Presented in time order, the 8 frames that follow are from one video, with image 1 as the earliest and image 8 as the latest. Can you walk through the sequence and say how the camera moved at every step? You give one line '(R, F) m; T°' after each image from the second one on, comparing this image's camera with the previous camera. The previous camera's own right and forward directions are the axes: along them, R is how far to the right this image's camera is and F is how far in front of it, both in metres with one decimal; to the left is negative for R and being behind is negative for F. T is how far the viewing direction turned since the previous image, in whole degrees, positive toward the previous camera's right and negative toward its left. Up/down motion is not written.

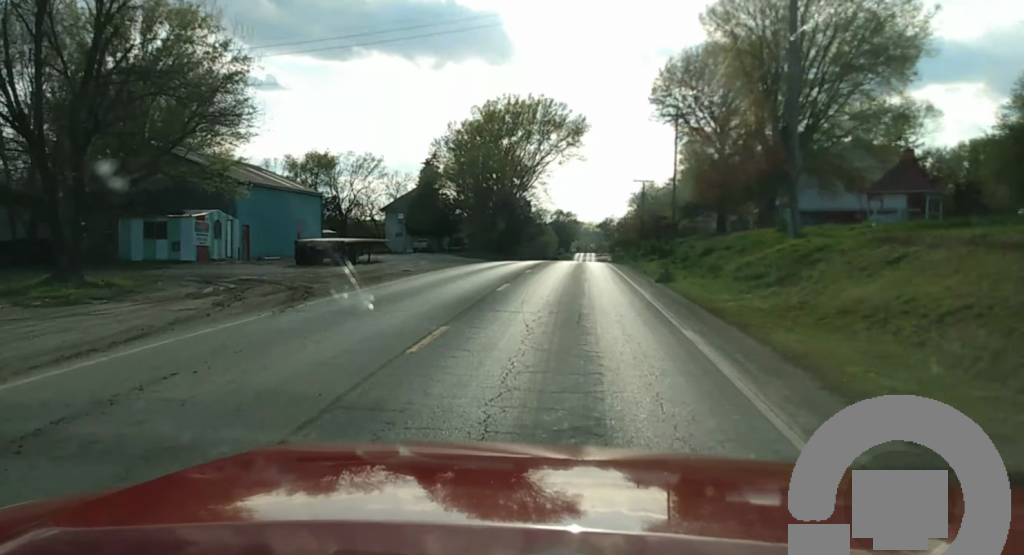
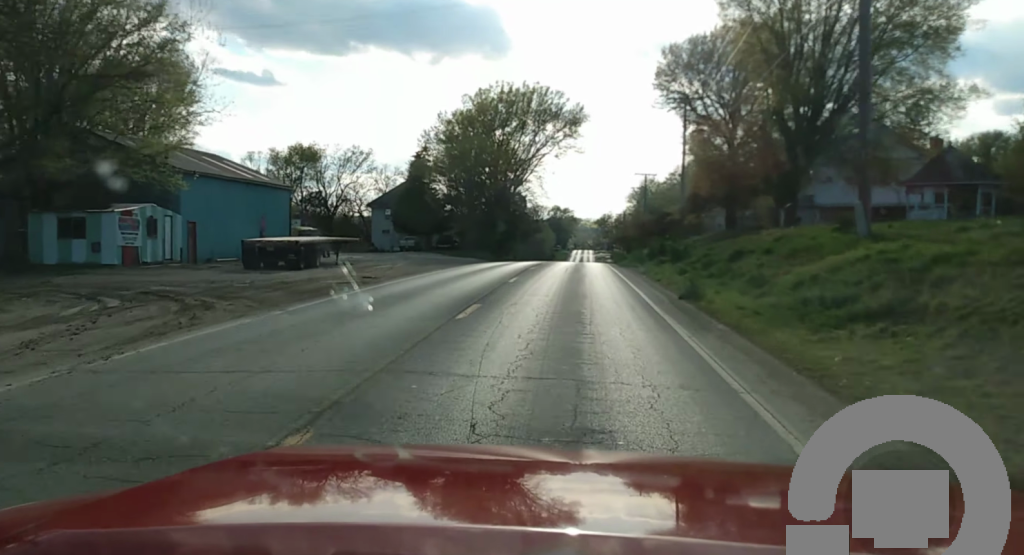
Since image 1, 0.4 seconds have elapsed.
(0.0, +7.3) m; 0°
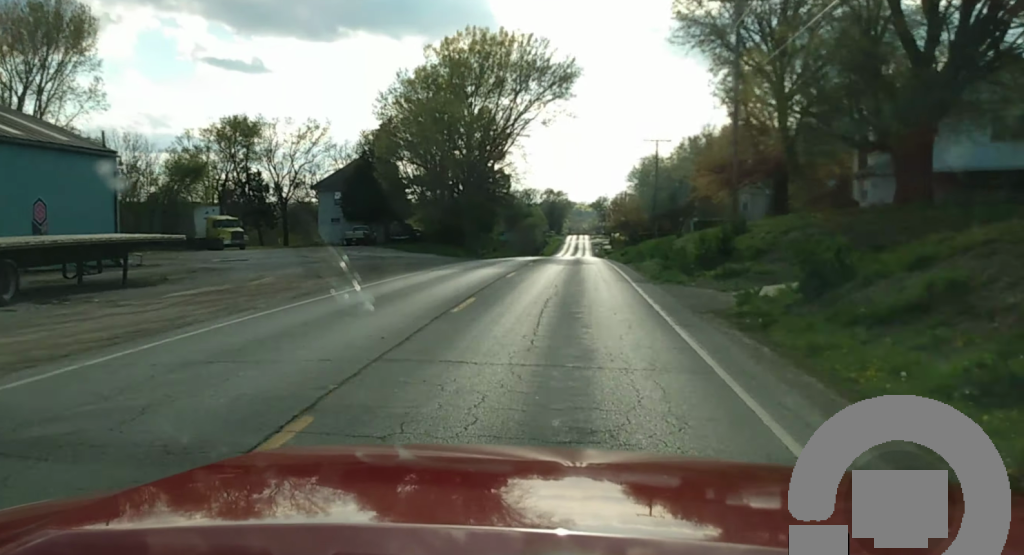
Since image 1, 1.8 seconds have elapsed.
(+0.4, +24.2) m; +2°
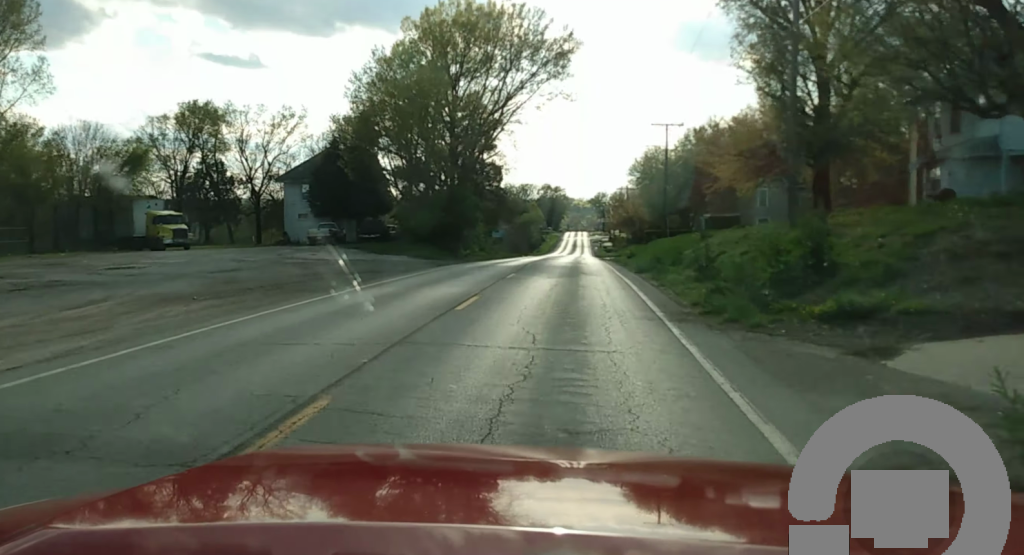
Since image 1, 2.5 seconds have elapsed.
(+0.1, +11.4) m; +1°
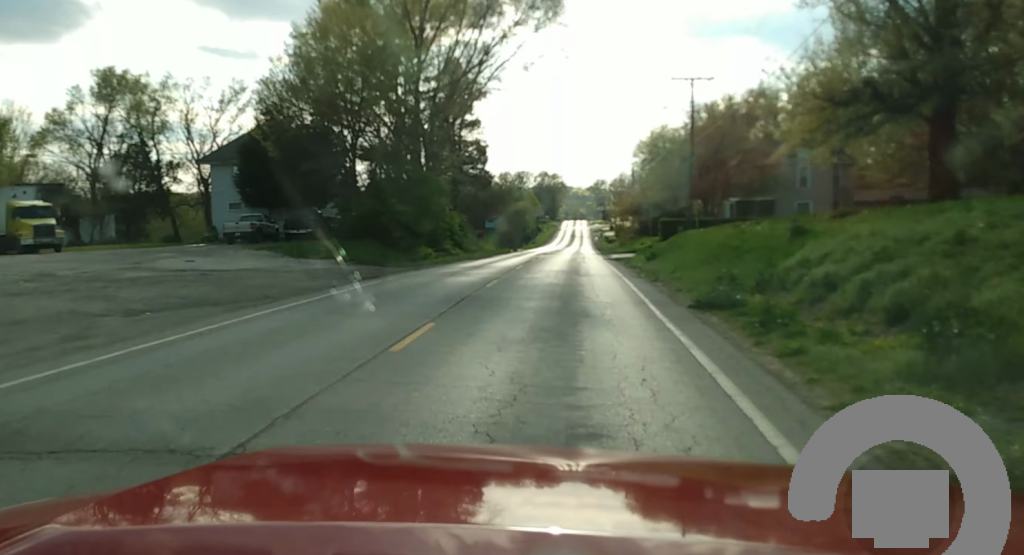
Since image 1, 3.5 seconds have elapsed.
(0.0, +17.9) m; 0°
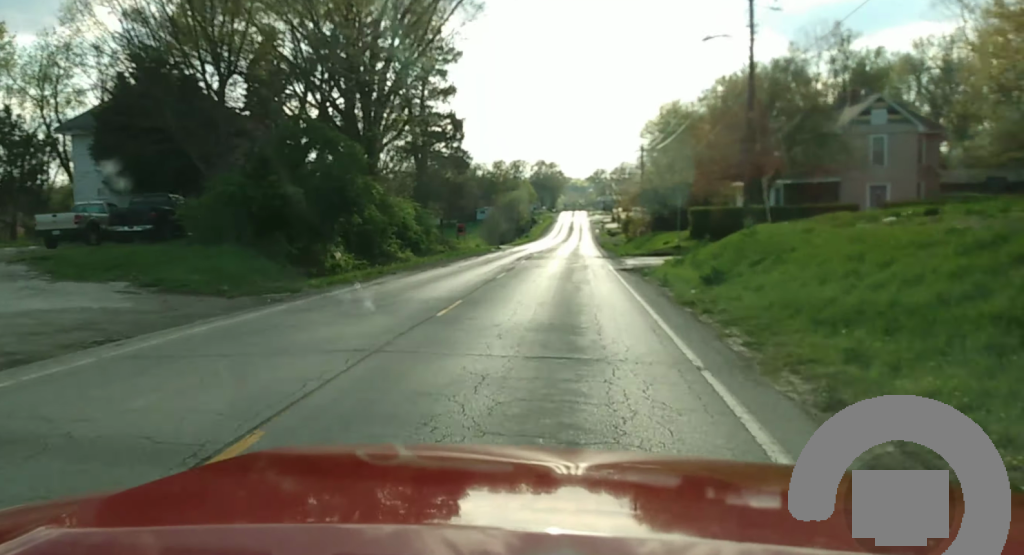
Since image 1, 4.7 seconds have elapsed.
(0.0, +19.6) m; 0°
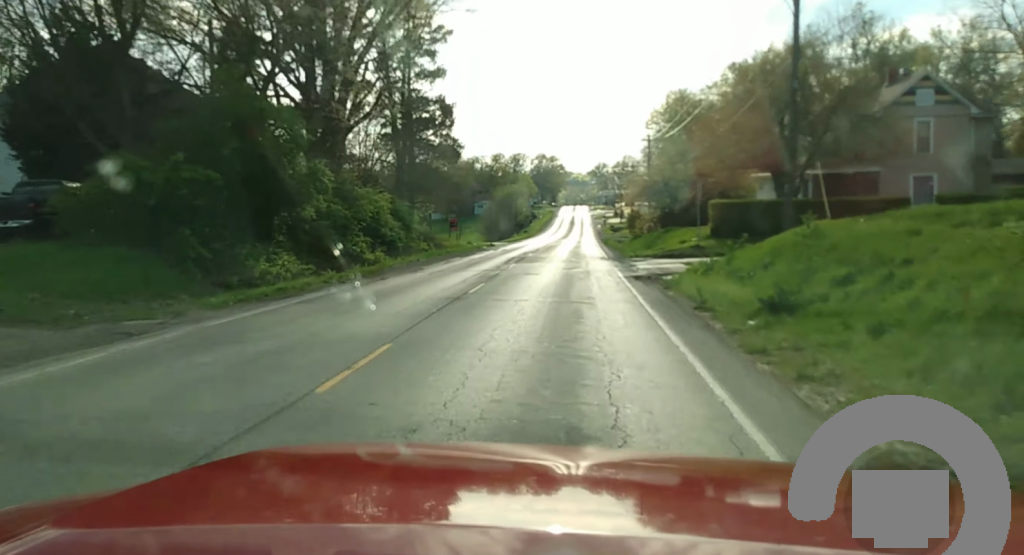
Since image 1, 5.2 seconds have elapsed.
(0.0, +7.7) m; 0°
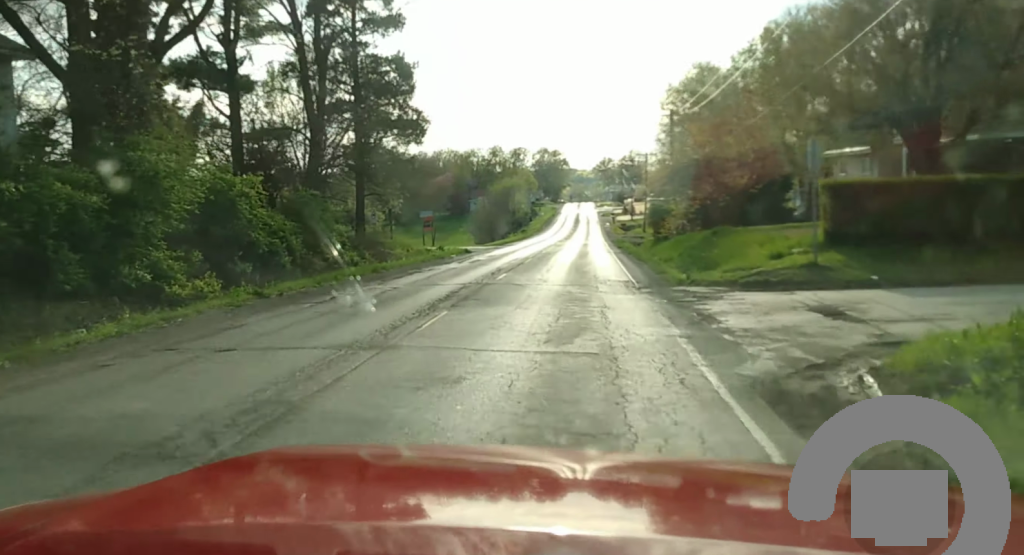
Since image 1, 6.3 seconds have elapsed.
(0.0, +19.1) m; 0°
